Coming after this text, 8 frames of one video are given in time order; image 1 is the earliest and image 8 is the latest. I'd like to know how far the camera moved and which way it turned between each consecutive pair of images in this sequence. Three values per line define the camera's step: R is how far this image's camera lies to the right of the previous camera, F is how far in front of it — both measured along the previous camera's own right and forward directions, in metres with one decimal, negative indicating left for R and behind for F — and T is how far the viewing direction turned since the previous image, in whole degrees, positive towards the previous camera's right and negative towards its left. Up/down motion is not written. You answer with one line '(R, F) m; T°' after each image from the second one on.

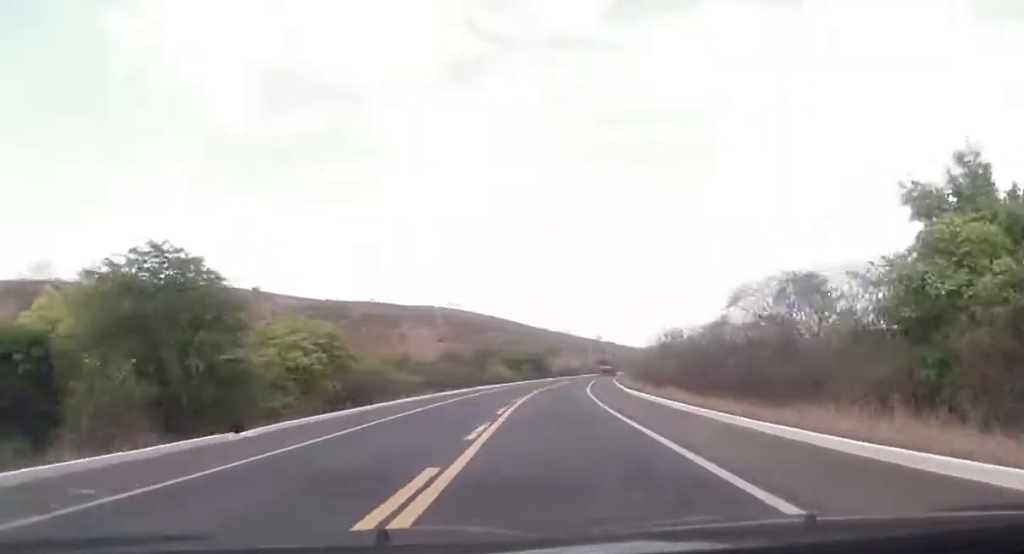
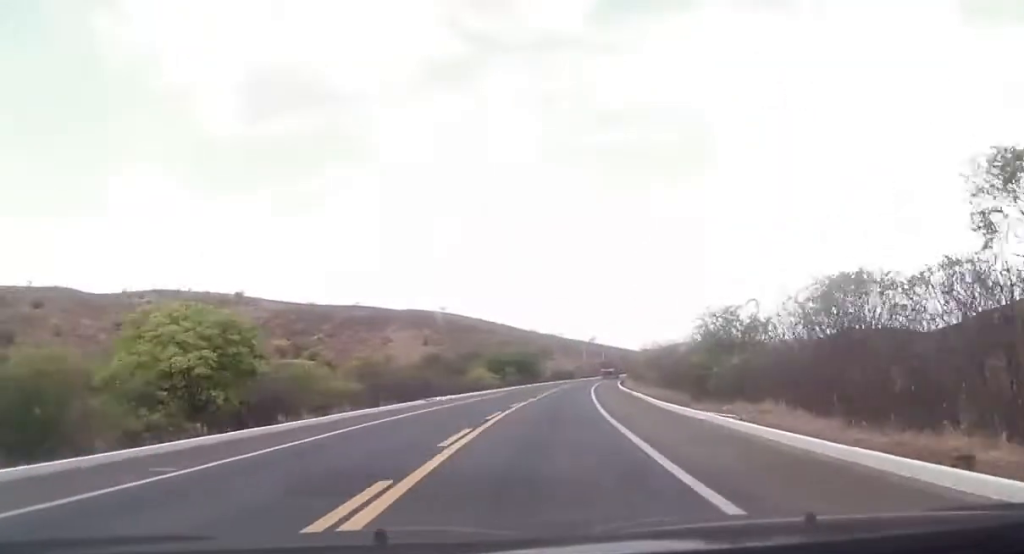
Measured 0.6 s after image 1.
(-0.1, +17.4) m; 0°
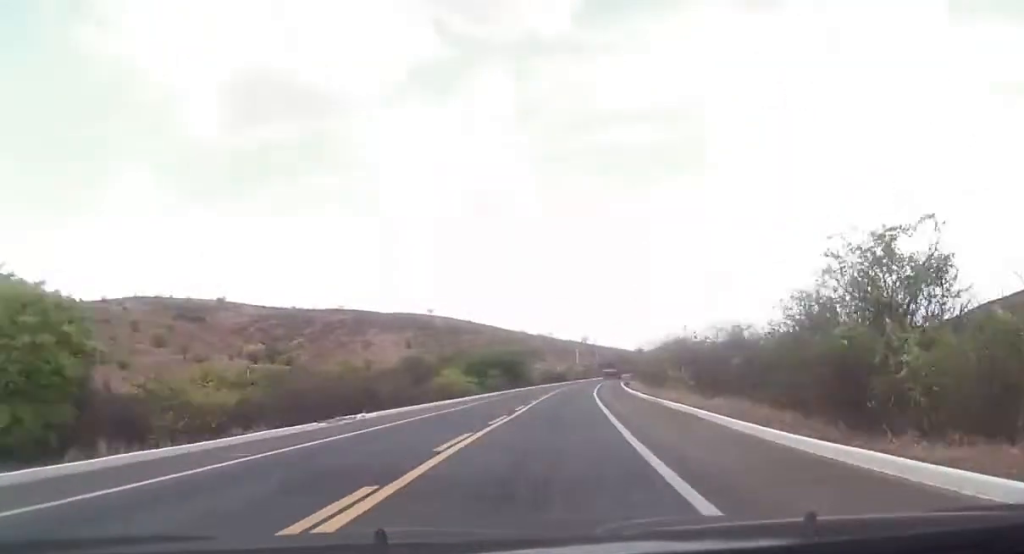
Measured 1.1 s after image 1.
(0.0, +16.5) m; 0°
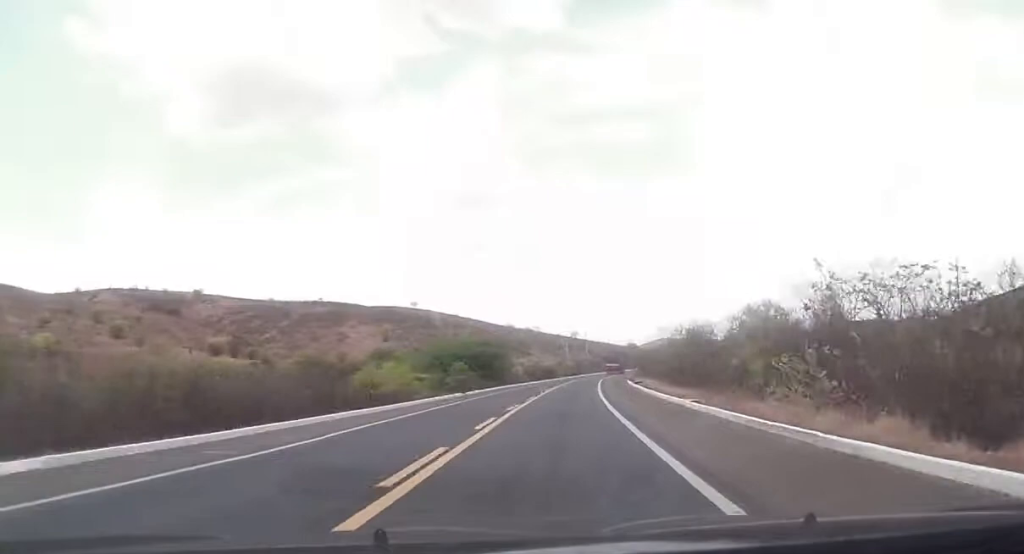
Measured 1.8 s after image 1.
(+0.1, +20.7) m; +1°
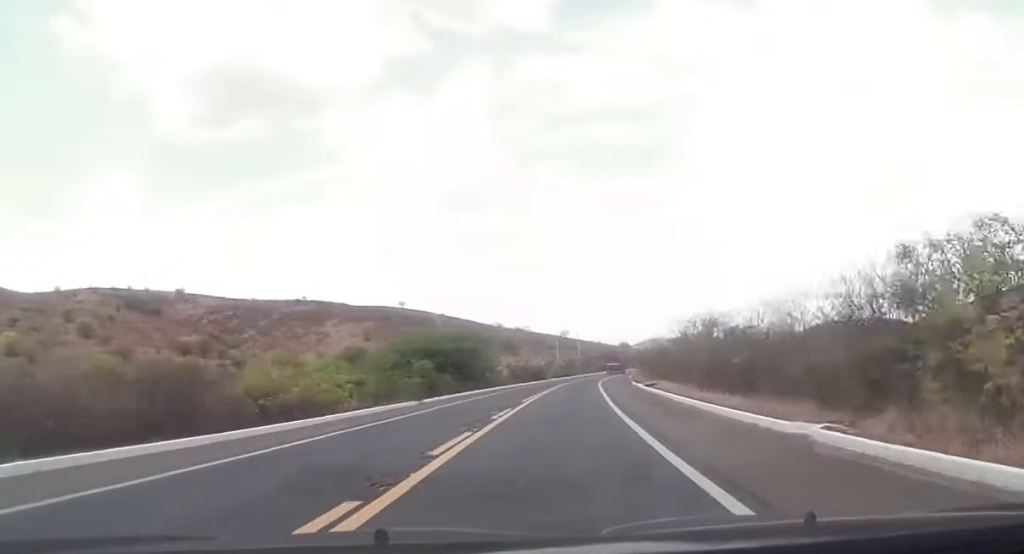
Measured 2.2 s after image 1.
(-0.1, +13.5) m; +1°
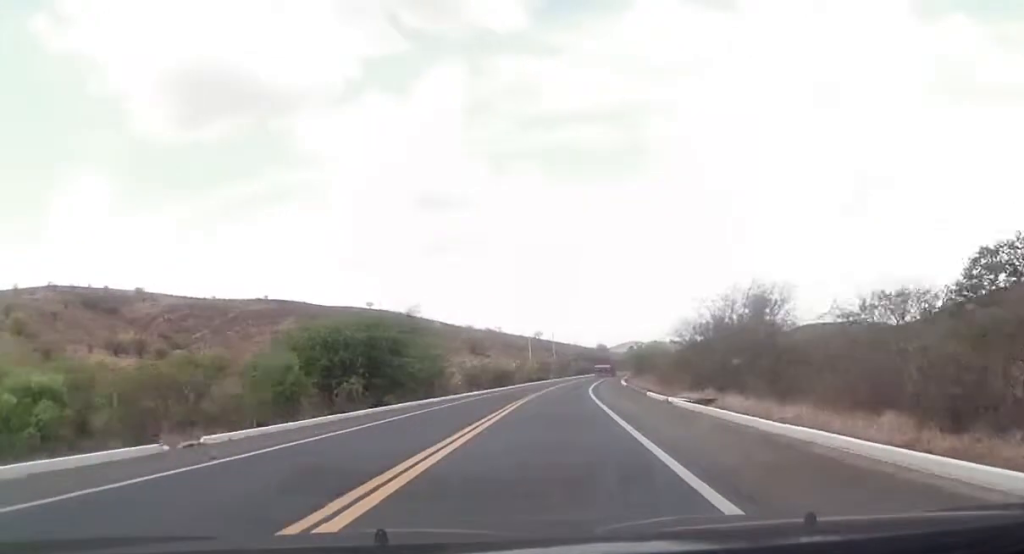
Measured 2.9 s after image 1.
(+0.5, +23.1) m; +1°
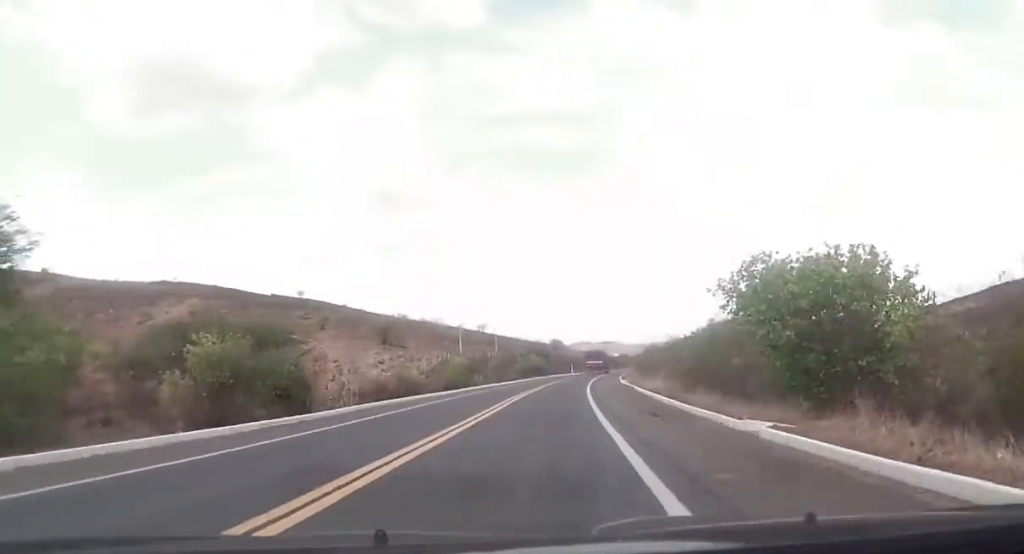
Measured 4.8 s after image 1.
(+1.8, +59.8) m; +4°
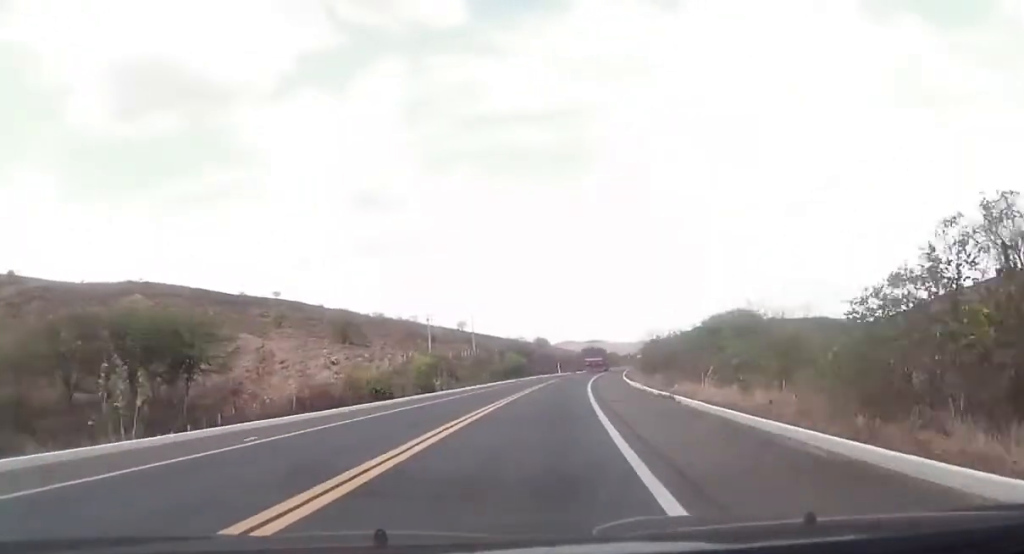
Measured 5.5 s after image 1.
(+0.4, +20.8) m; +1°
